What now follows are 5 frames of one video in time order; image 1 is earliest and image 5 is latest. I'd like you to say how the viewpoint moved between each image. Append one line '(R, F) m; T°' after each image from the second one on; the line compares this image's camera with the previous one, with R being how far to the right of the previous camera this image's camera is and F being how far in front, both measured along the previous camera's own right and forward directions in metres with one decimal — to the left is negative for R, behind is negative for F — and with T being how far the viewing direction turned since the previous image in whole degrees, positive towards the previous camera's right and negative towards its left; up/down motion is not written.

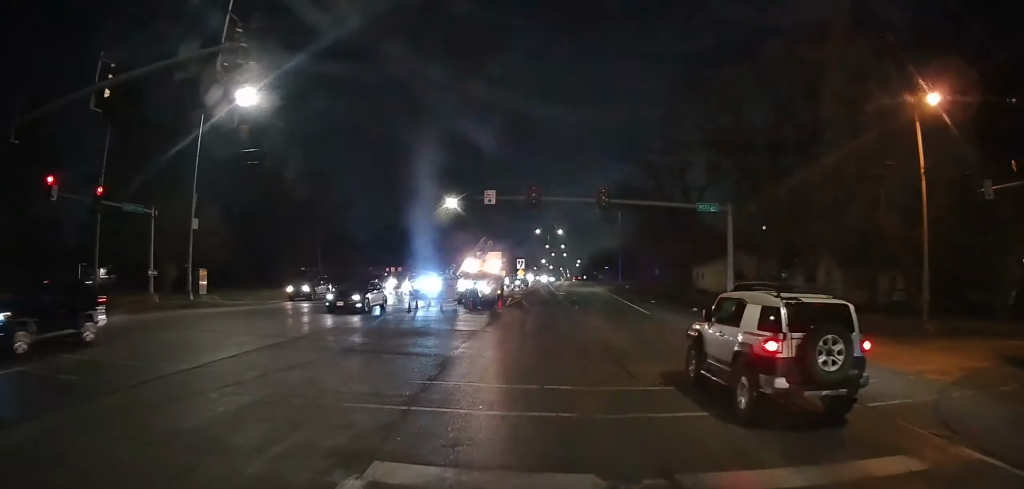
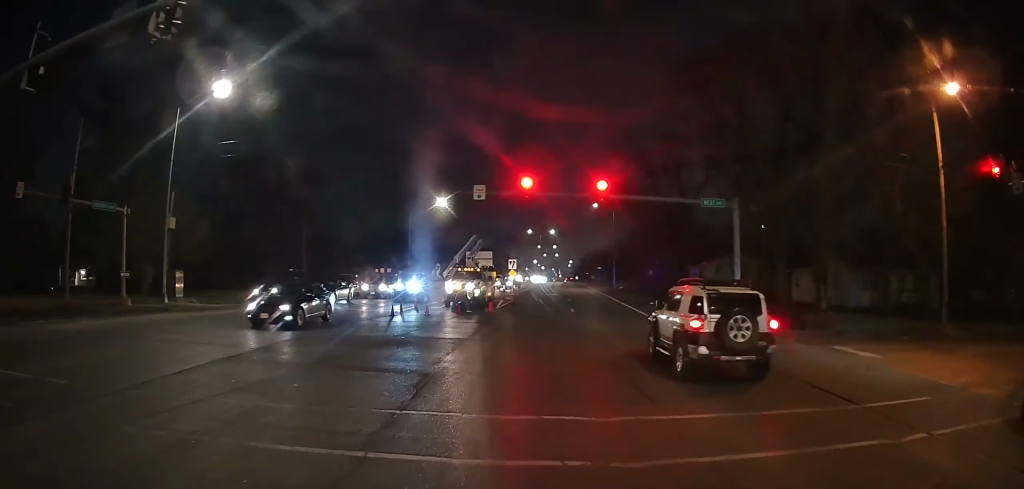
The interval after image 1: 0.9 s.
(0.0, +3.0) m; 0°
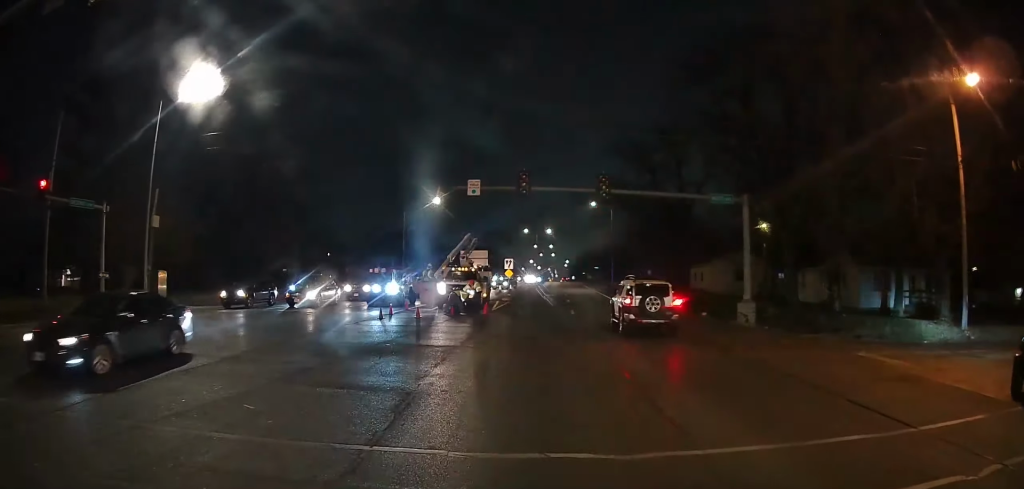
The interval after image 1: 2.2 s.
(0.0, +2.9) m; 0°
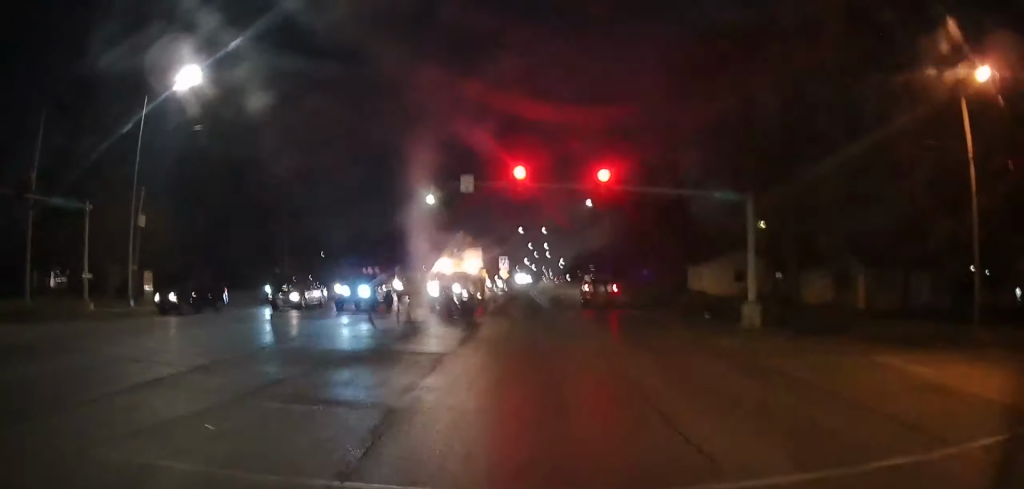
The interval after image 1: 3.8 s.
(0.0, +2.0) m; 0°
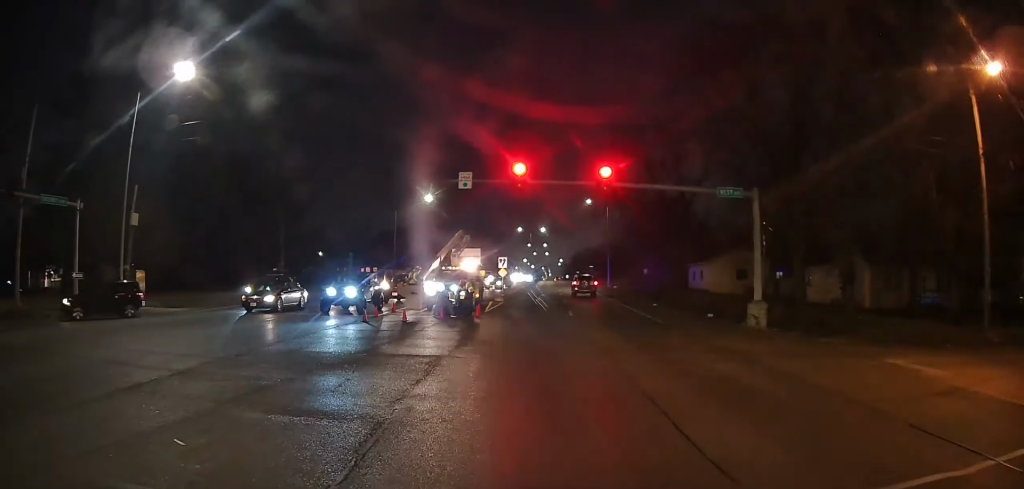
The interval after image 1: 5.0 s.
(+0.1, +0.6) m; 0°
